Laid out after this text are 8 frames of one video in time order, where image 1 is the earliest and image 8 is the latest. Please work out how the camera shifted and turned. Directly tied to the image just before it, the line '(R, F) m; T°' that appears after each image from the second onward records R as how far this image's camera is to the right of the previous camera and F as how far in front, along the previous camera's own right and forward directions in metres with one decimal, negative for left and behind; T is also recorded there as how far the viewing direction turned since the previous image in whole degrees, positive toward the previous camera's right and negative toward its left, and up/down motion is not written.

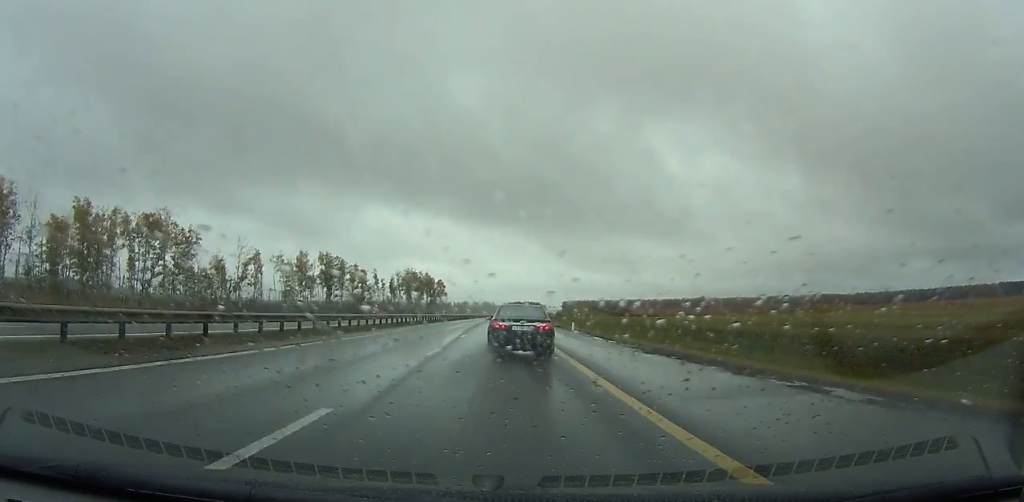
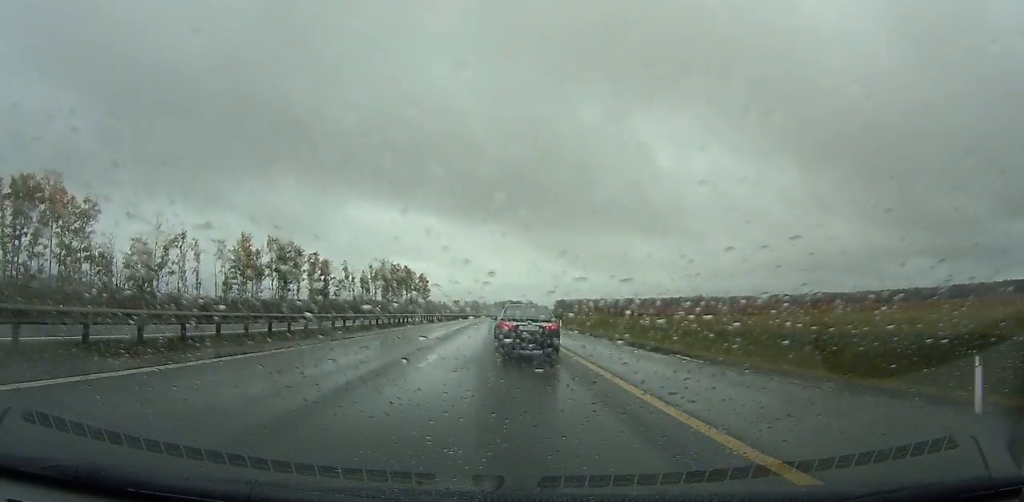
(+0.1, +38.6) m; +1°
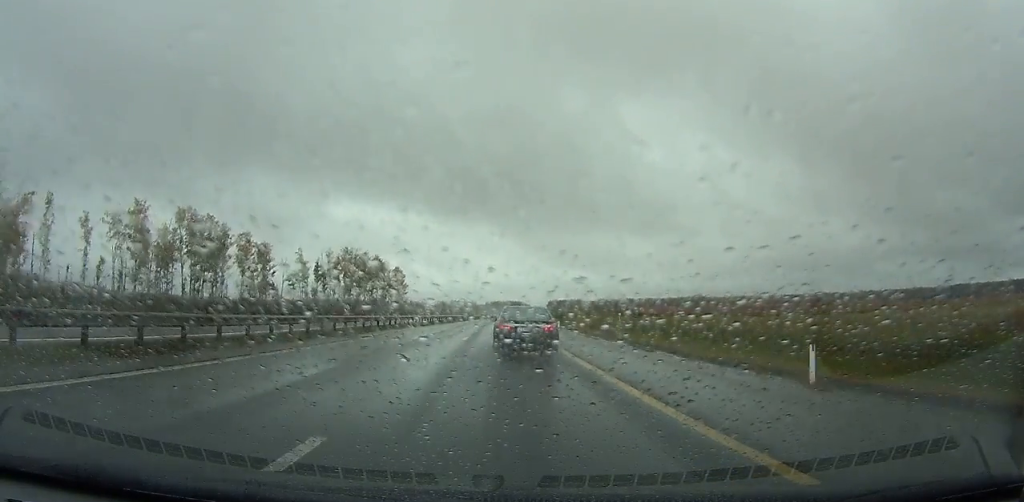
(+0.2, +44.2) m; +1°
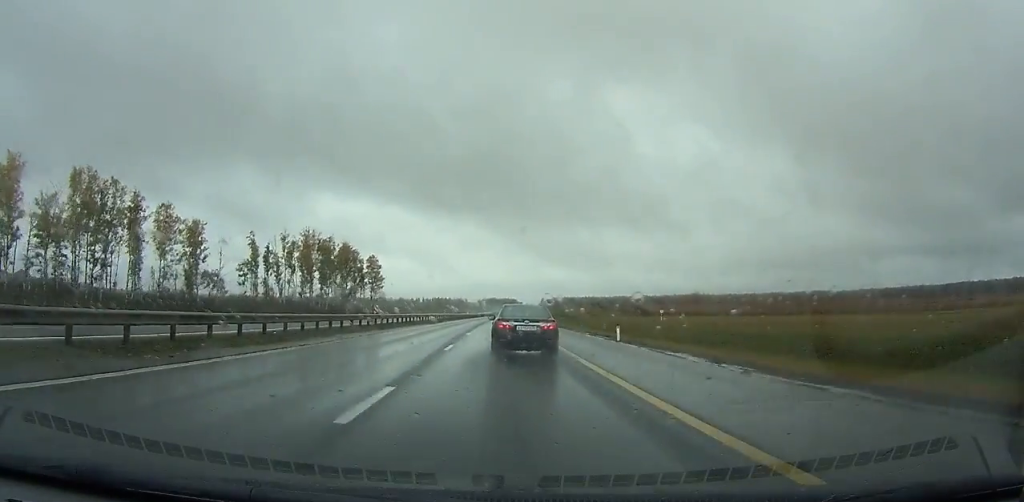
(+0.3, +31.5) m; +1°
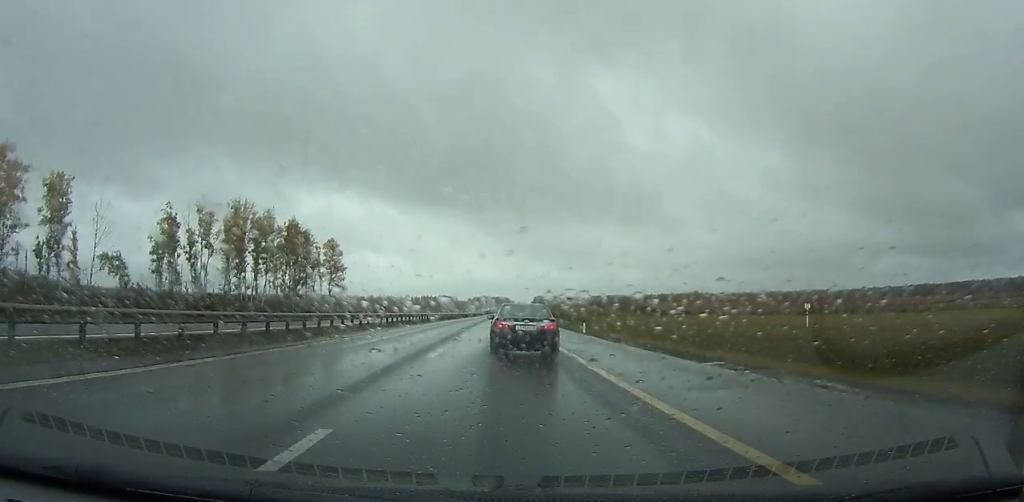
(+0.2, +39.1) m; +1°
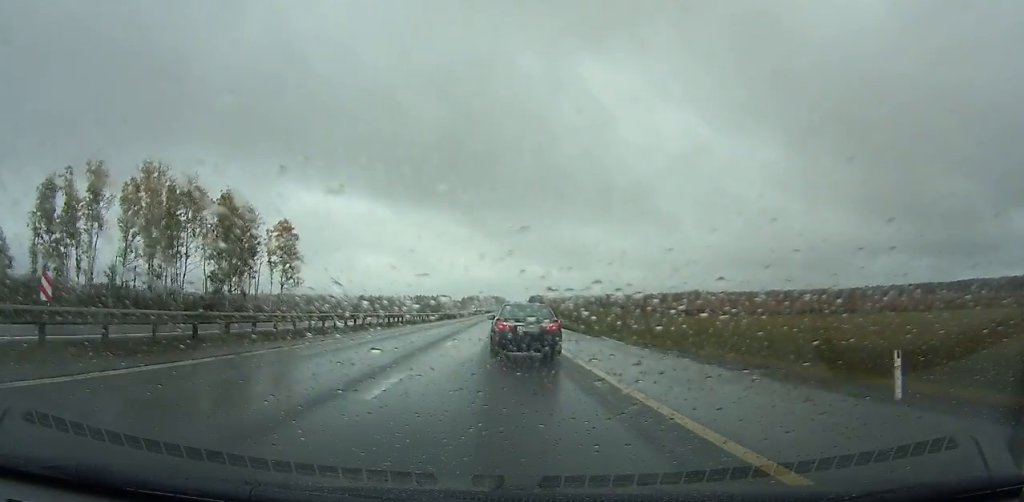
(0.0, +29.9) m; +1°
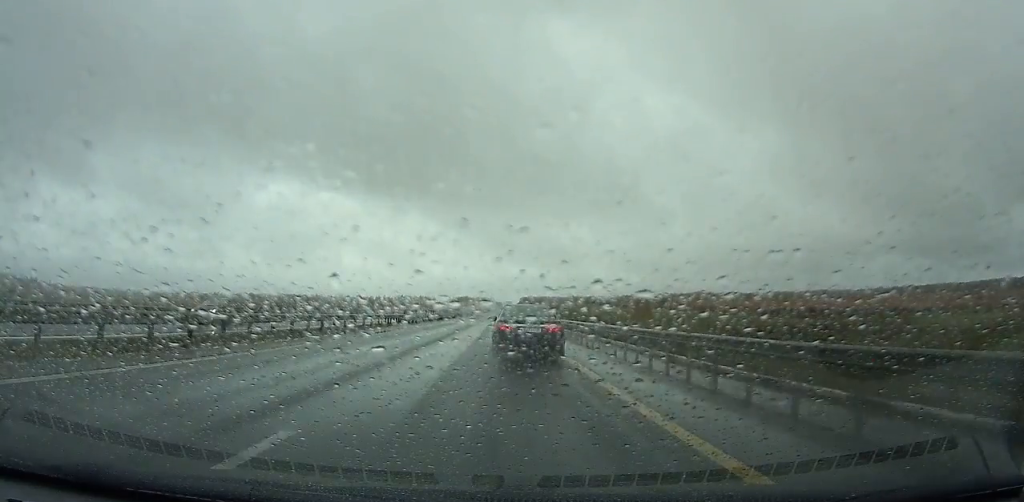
(+1.3, +91.1) m; +1°
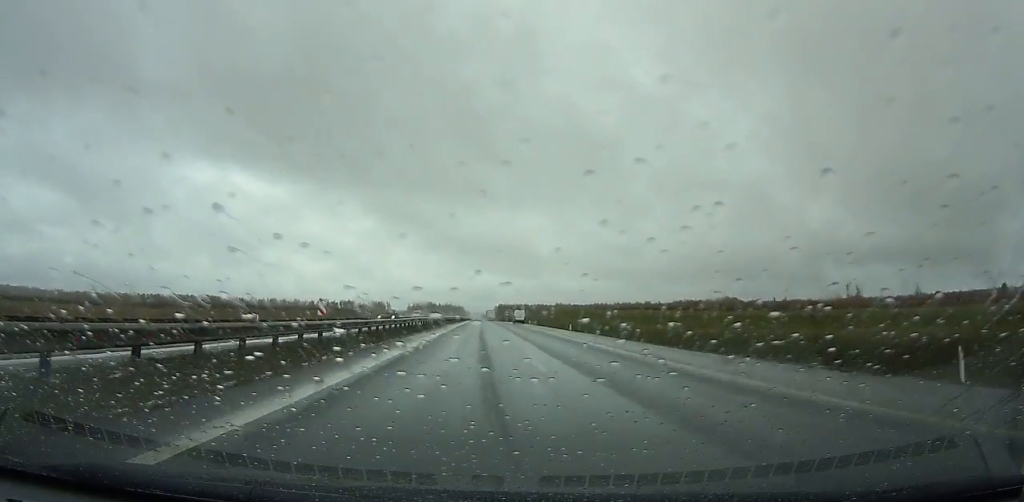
(+2.0, +192.5) m; +2°
